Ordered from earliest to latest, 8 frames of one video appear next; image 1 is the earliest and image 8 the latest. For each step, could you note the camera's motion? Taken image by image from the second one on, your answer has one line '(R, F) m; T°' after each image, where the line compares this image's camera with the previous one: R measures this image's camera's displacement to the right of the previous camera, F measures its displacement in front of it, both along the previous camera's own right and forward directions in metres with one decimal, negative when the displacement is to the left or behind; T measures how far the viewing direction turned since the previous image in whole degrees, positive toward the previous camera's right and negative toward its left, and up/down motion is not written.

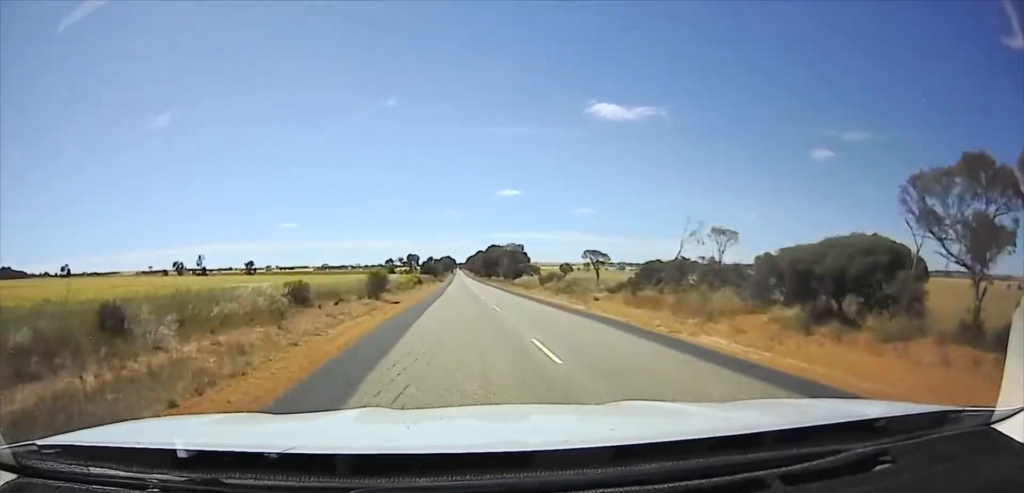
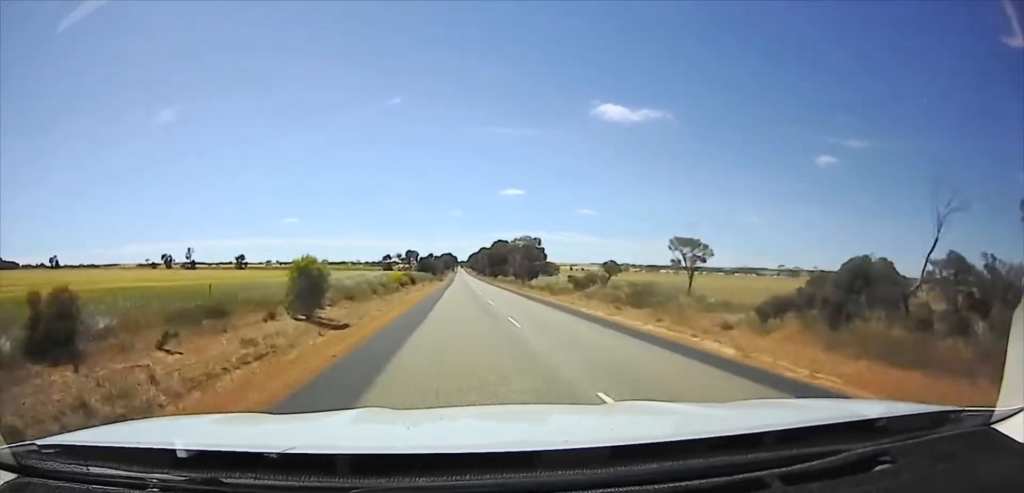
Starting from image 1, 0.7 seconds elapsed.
(0.0, +15.9) m; 0°
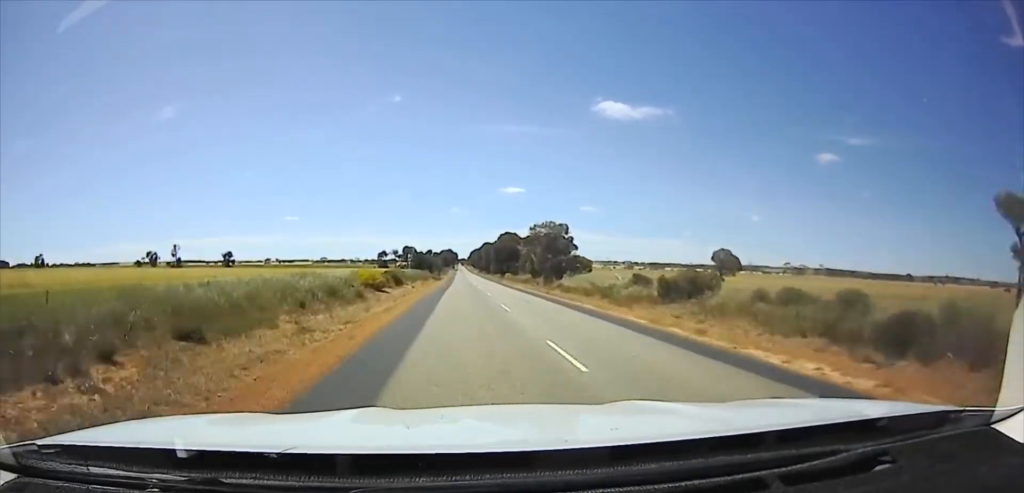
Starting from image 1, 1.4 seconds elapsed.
(0.0, +16.8) m; 0°
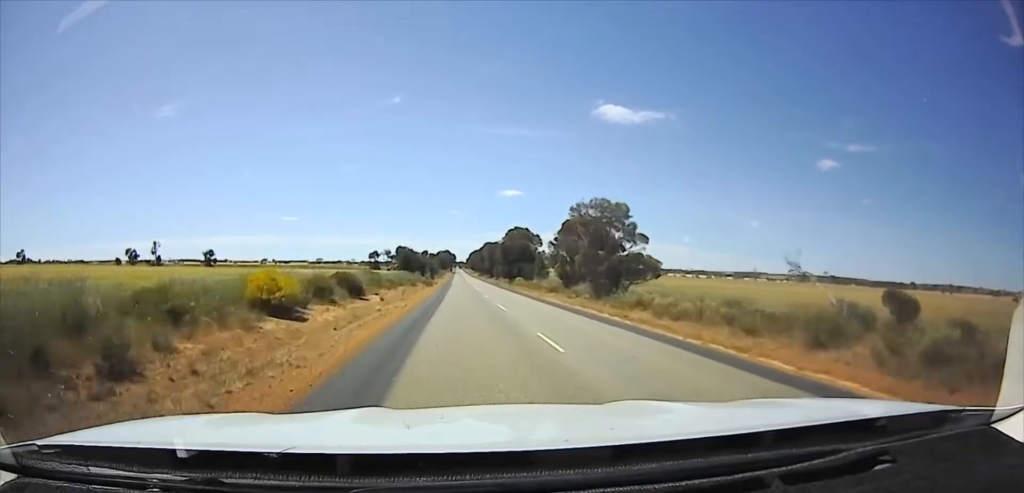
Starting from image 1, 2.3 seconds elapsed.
(0.0, +21.9) m; 0°
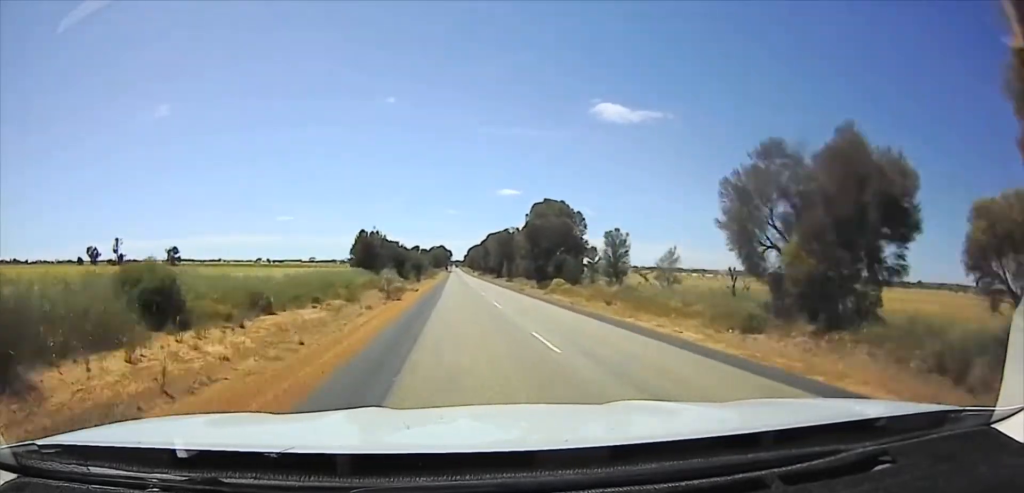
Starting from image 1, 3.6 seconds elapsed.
(0.0, +35.3) m; 0°
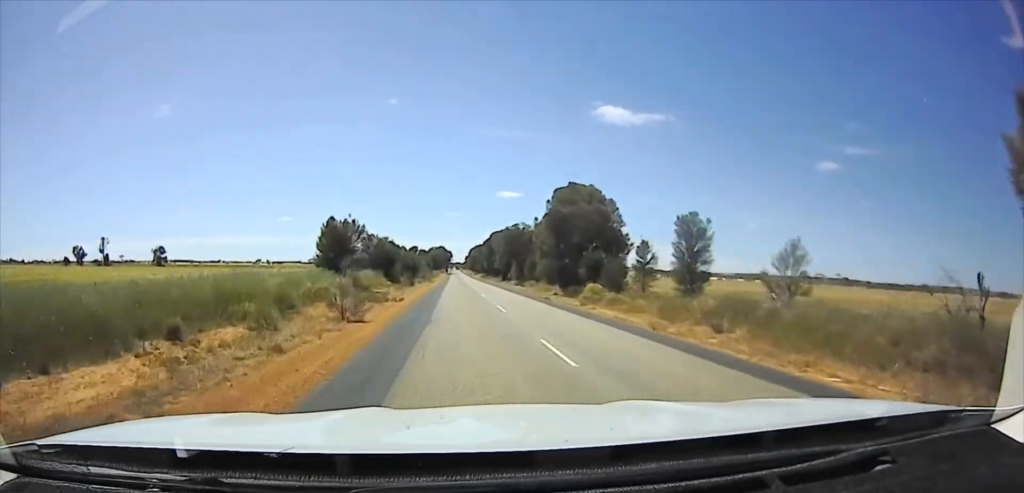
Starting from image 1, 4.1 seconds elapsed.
(0.0, +13.1) m; 0°
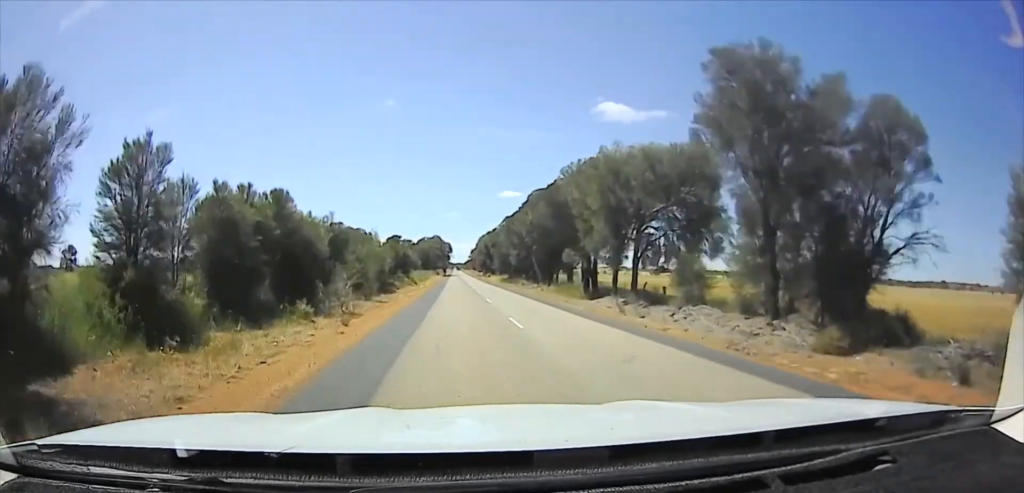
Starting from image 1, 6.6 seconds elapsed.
(+1.1, +69.9) m; +3°
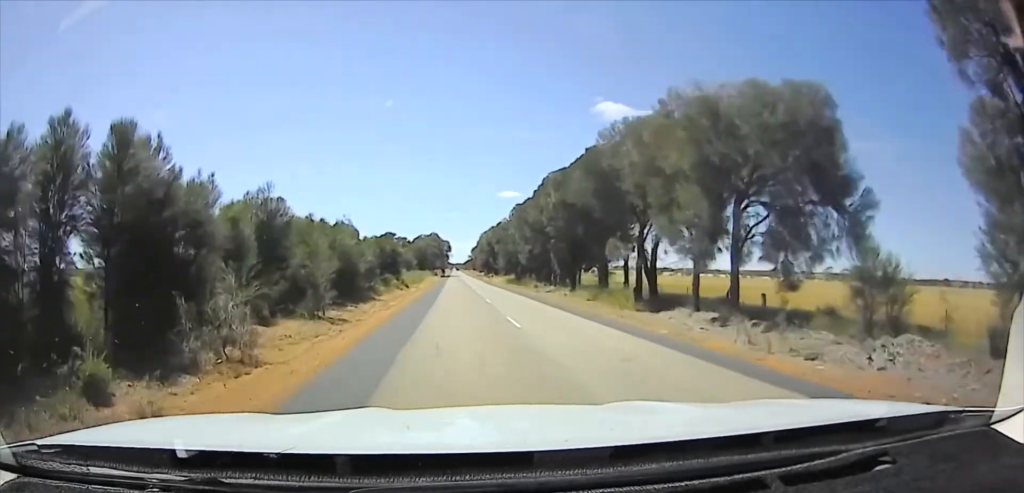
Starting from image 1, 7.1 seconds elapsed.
(+0.6, +14.9) m; 0°
